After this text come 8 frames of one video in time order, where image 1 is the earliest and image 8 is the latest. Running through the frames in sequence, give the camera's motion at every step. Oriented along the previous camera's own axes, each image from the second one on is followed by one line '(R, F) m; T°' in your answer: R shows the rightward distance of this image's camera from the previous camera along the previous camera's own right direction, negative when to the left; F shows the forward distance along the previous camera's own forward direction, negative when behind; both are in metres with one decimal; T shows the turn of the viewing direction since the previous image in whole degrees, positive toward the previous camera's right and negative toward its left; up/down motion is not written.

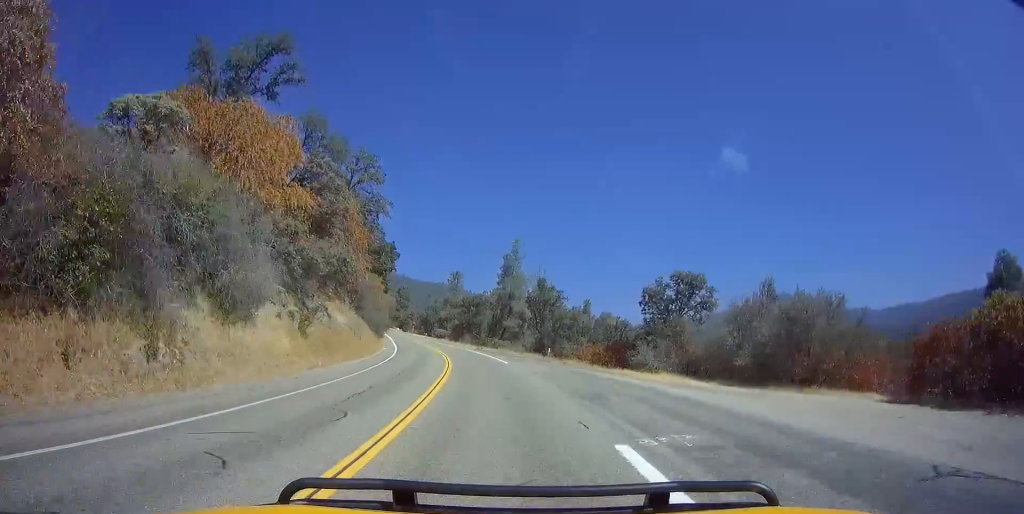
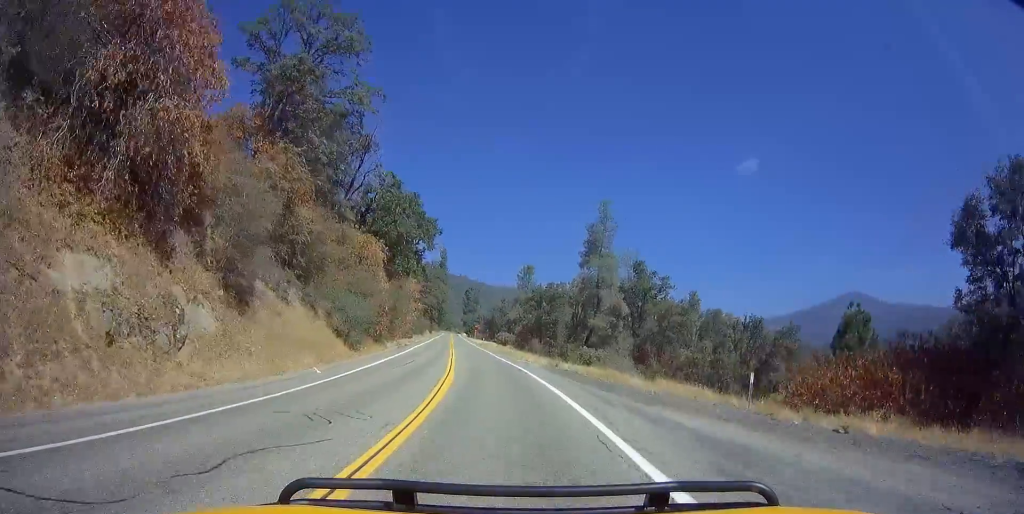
(-1.4, +29.9) m; -4°
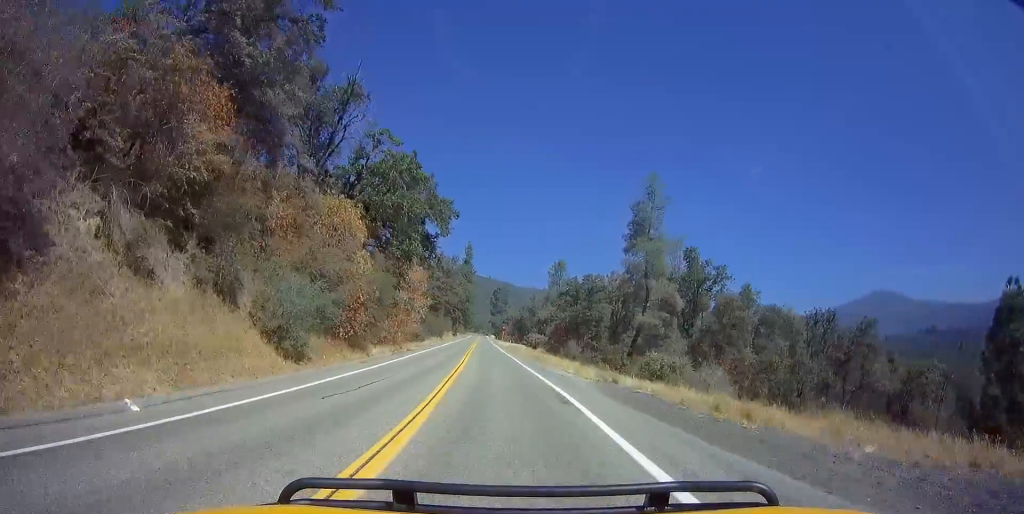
(-0.2, +11.9) m; -1°
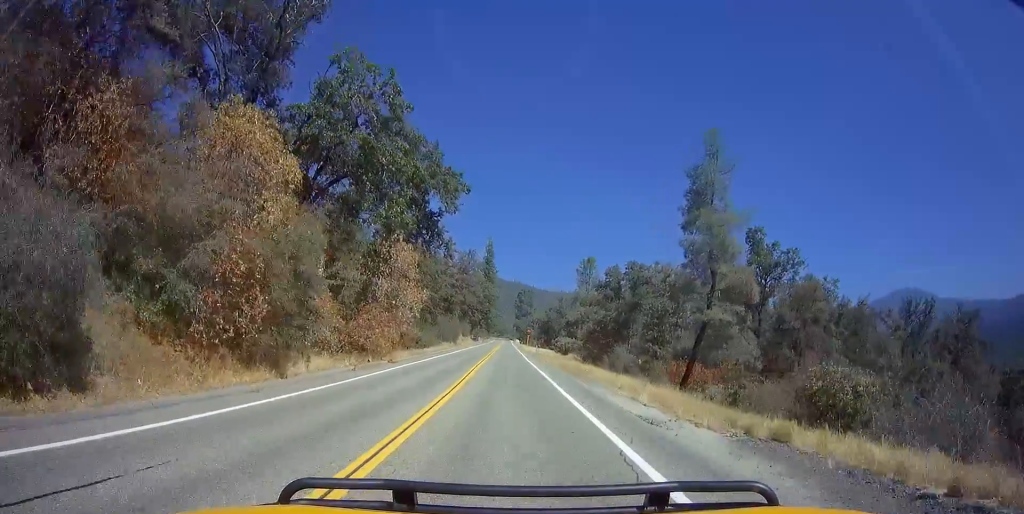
(-0.2, +13.3) m; -1°
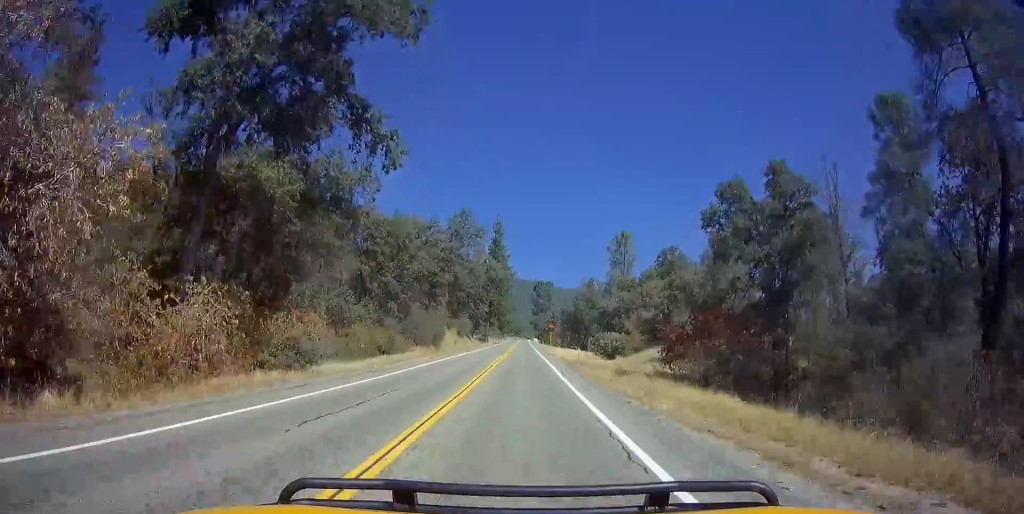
(0.0, +29.8) m; 0°
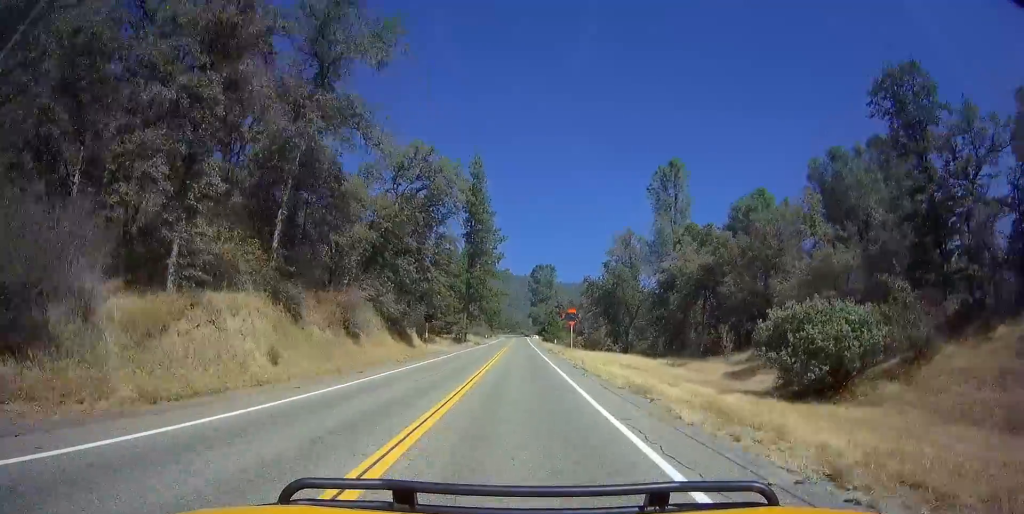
(-0.5, +42.7) m; -1°
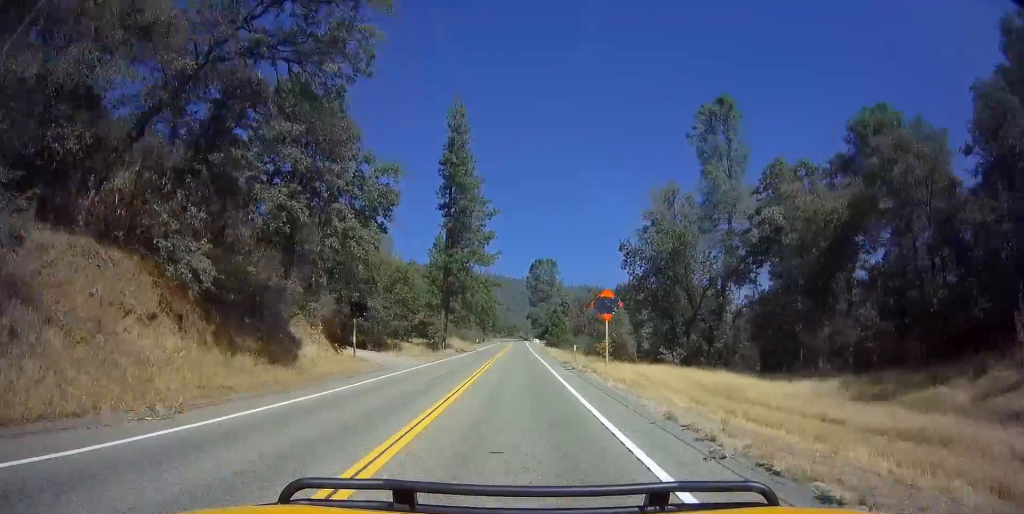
(-0.1, +21.0) m; +1°
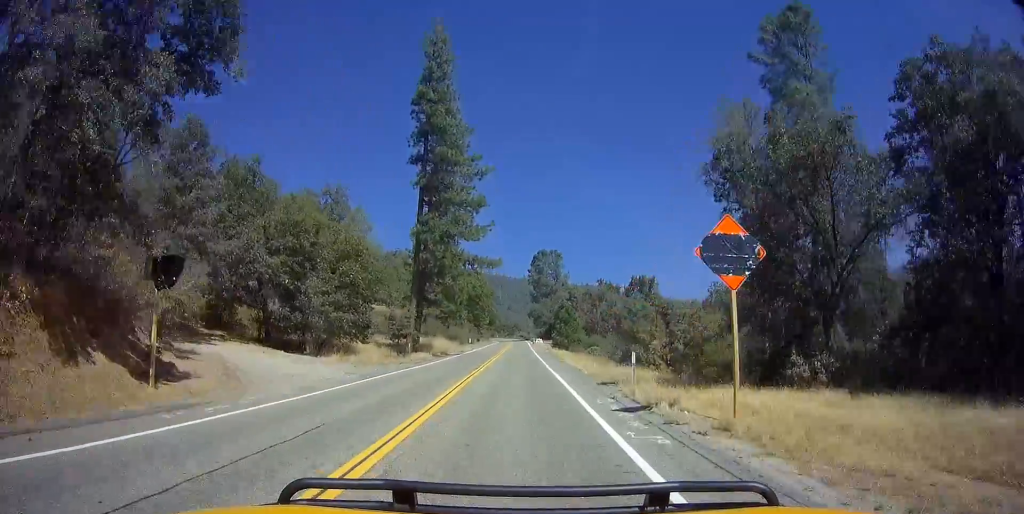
(+0.3, +16.7) m; +1°
